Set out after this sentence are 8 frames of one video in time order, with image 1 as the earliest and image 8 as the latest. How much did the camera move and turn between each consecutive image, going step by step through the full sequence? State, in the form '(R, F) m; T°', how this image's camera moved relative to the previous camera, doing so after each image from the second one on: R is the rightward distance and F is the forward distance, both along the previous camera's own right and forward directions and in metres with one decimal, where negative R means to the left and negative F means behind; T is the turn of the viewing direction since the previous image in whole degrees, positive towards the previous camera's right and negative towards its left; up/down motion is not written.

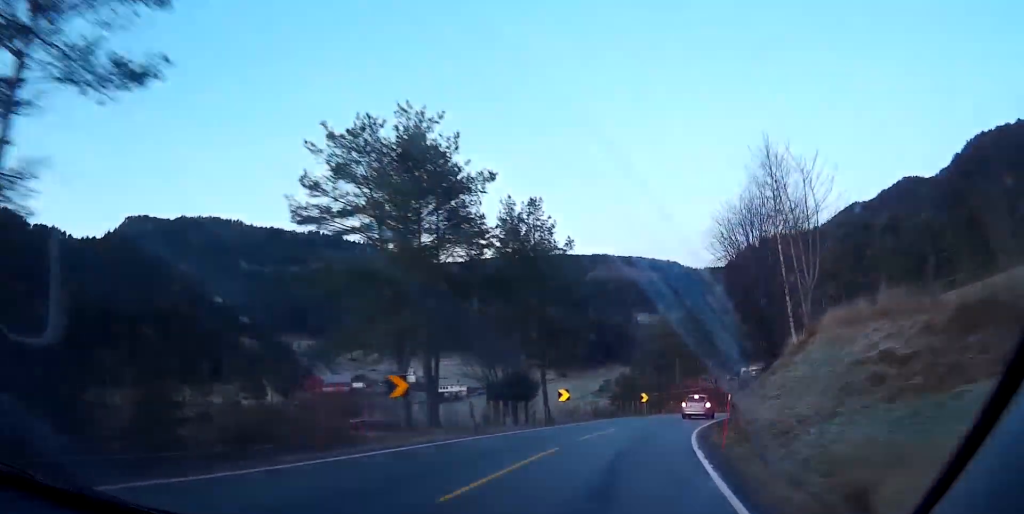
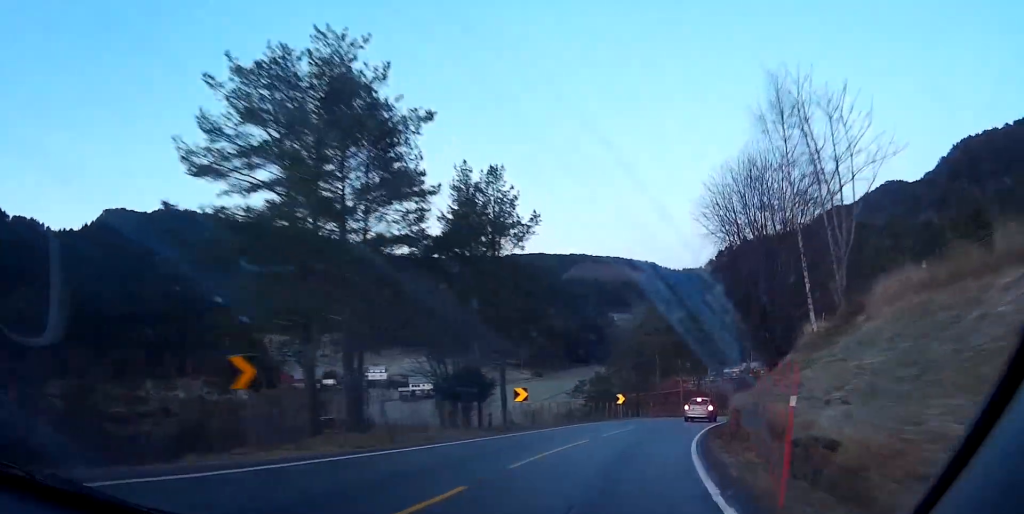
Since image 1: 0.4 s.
(0.0, +7.8) m; +2°
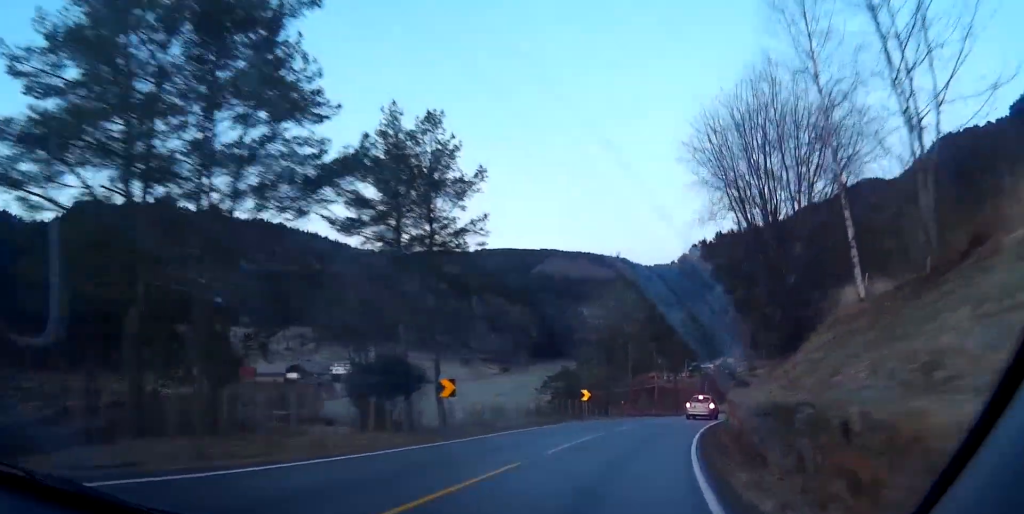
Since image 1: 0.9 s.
(+0.3, +8.8) m; +2°
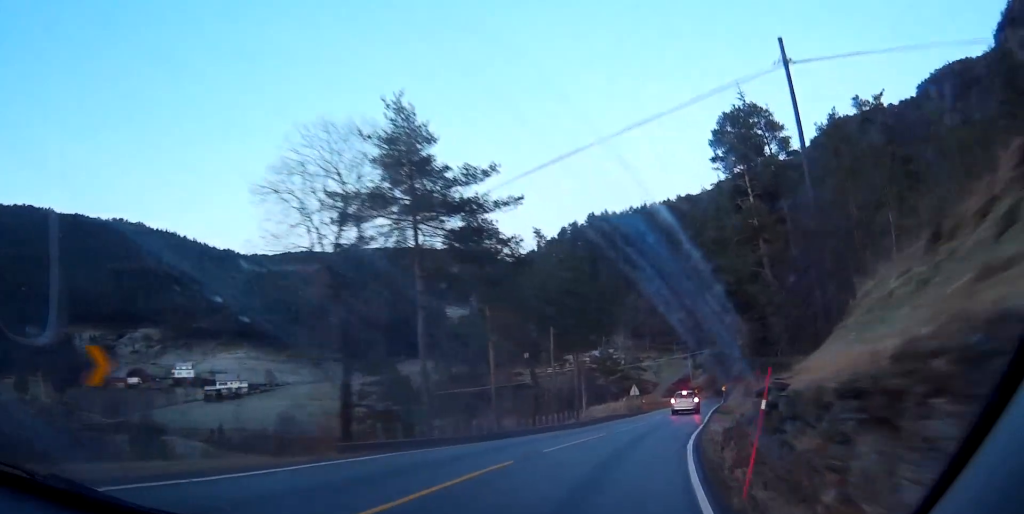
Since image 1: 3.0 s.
(+2.4, +35.8) m; +5°
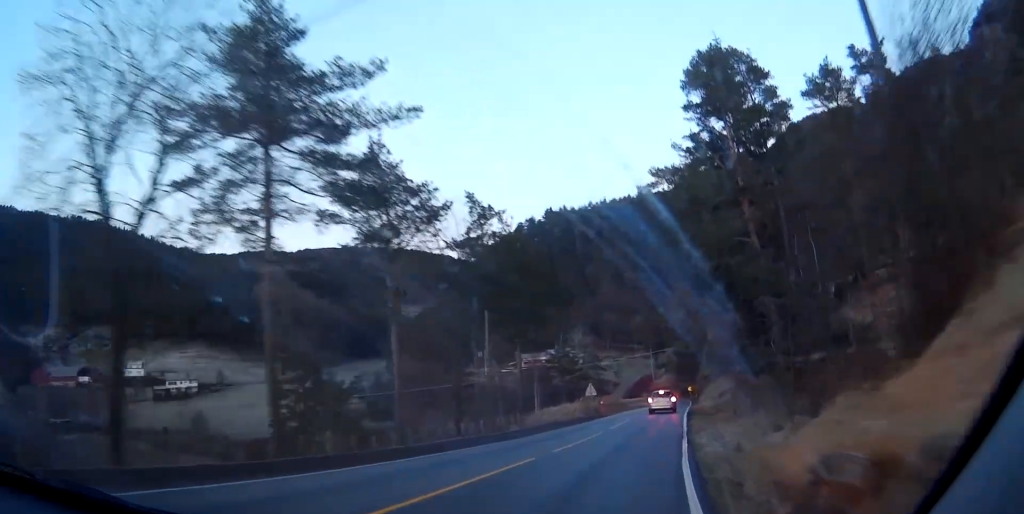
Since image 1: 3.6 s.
(0.0, +10.1) m; +2°
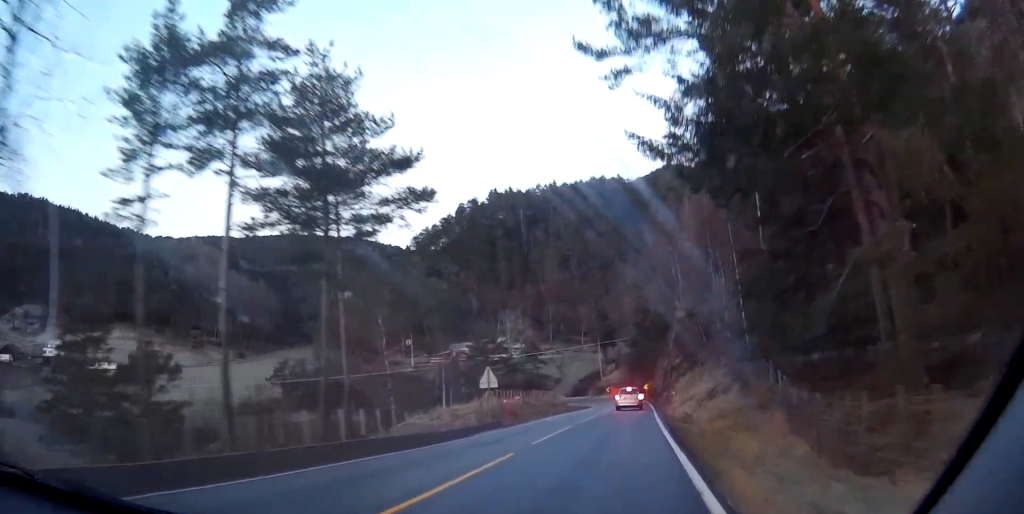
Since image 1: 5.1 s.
(+2.1, +24.5) m; +8°
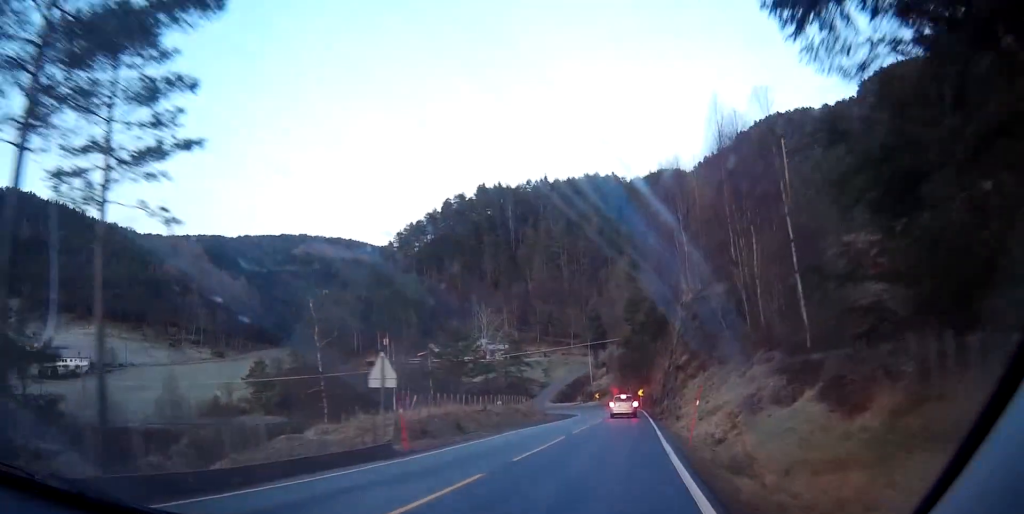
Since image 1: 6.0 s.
(-0.3, +14.2) m; 0°
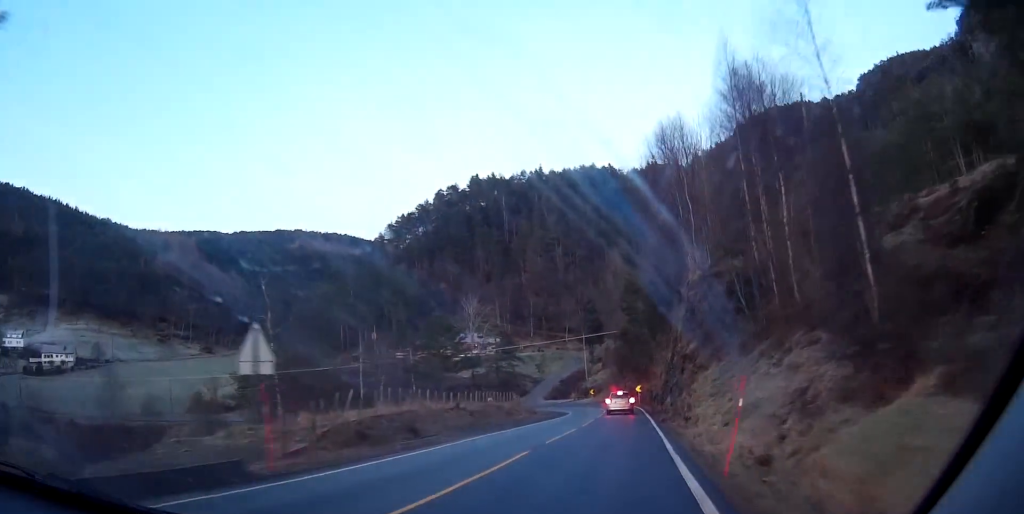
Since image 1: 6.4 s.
(-0.2, +7.5) m; -1°
